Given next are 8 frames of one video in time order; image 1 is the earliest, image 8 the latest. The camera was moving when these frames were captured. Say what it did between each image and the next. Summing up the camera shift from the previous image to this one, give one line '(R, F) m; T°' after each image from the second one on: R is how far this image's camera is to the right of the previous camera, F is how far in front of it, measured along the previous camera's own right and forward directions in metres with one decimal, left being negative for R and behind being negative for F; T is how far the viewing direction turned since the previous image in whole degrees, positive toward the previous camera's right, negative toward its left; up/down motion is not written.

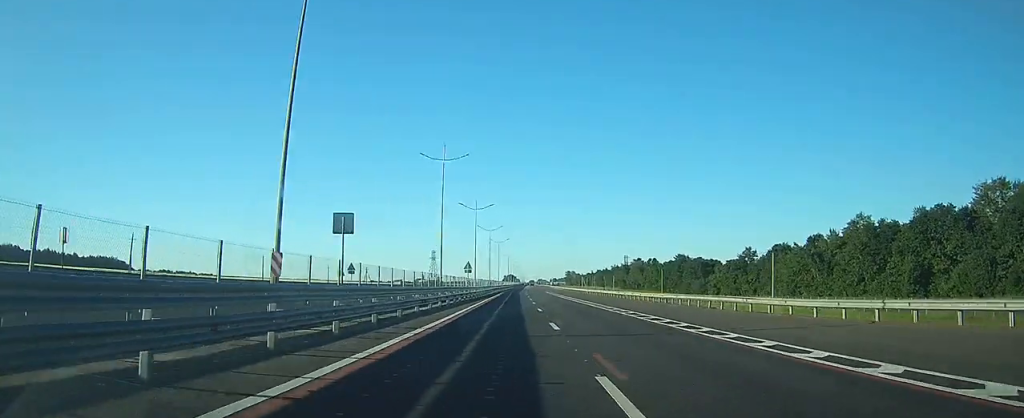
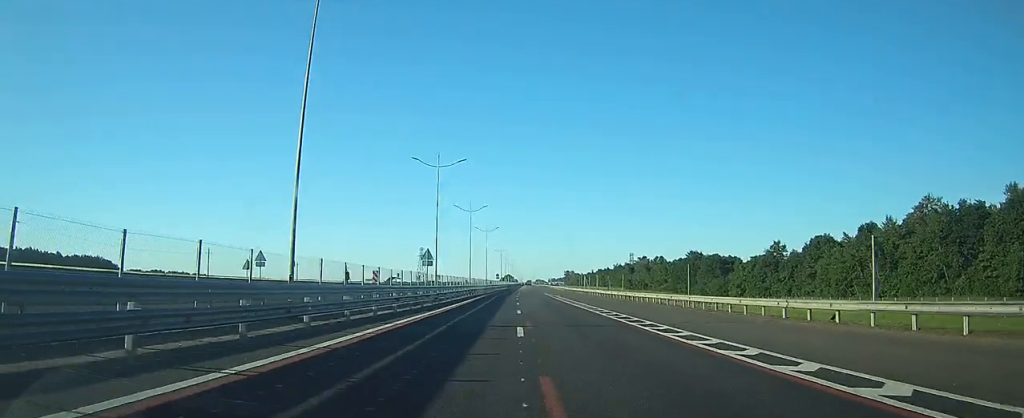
(+0.2, +26.5) m; +1°
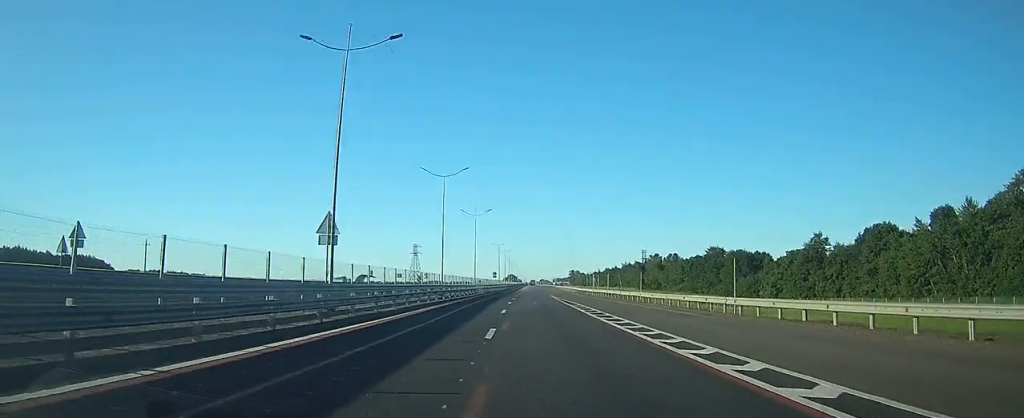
(+0.1, +24.6) m; 0°
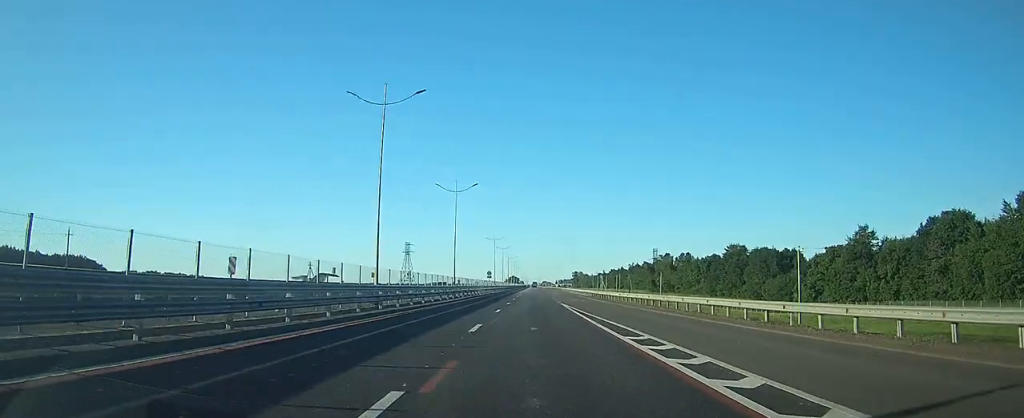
(0.0, +21.8) m; 0°
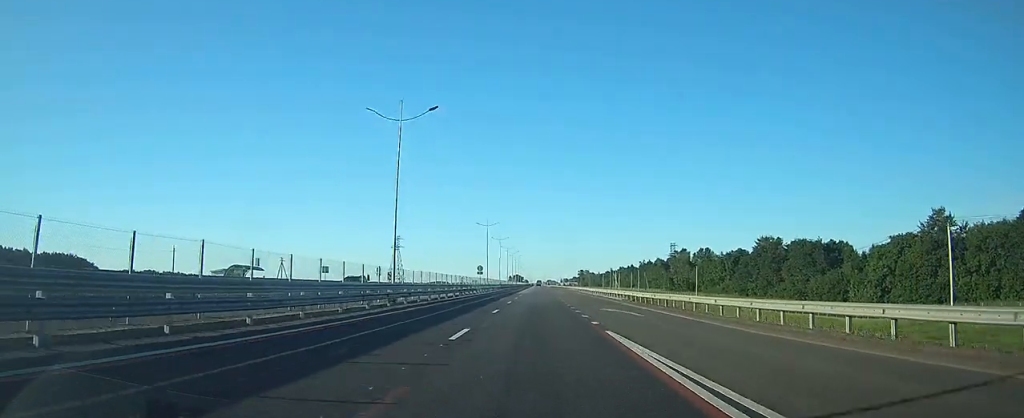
(0.0, +26.5) m; -1°
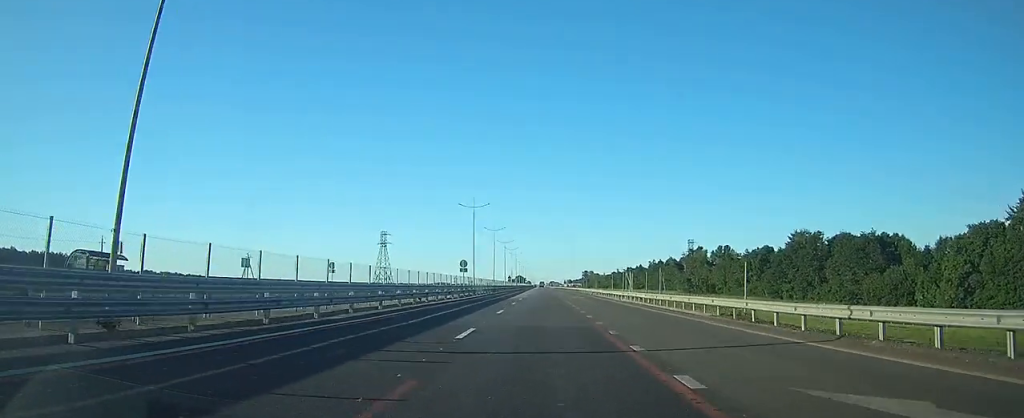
(-0.2, +23.7) m; 0°
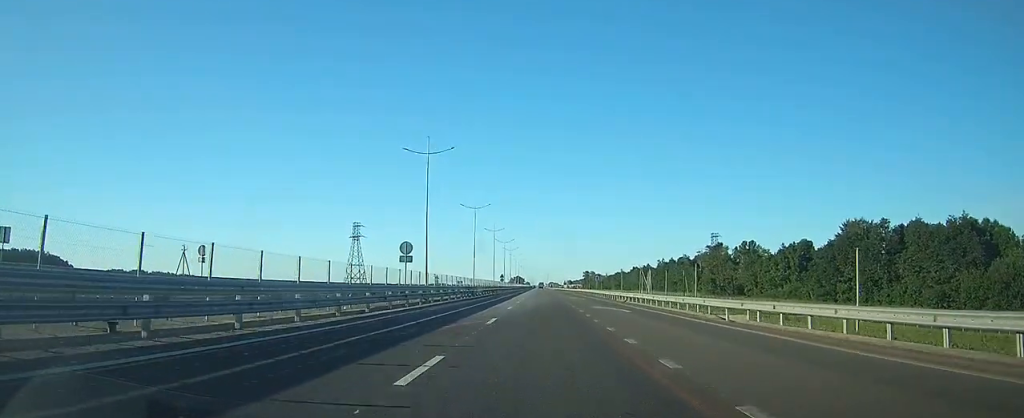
(0.0, +30.2) m; 0°
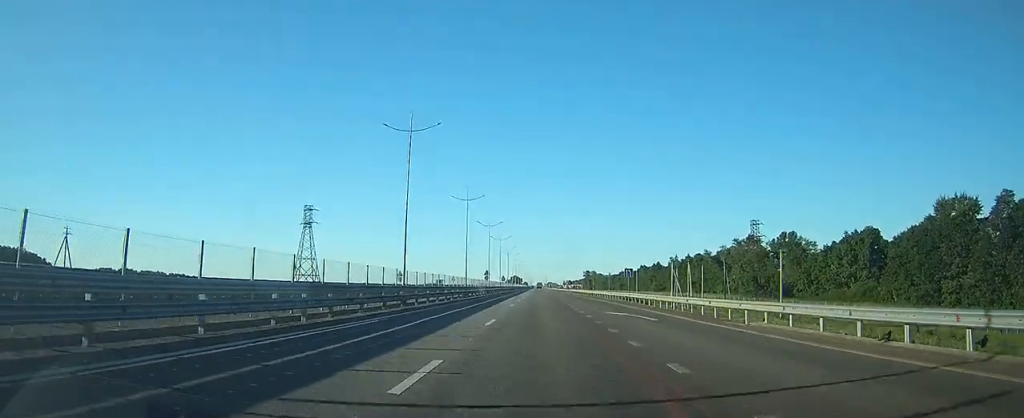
(-0.1, +36.6) m; 0°
